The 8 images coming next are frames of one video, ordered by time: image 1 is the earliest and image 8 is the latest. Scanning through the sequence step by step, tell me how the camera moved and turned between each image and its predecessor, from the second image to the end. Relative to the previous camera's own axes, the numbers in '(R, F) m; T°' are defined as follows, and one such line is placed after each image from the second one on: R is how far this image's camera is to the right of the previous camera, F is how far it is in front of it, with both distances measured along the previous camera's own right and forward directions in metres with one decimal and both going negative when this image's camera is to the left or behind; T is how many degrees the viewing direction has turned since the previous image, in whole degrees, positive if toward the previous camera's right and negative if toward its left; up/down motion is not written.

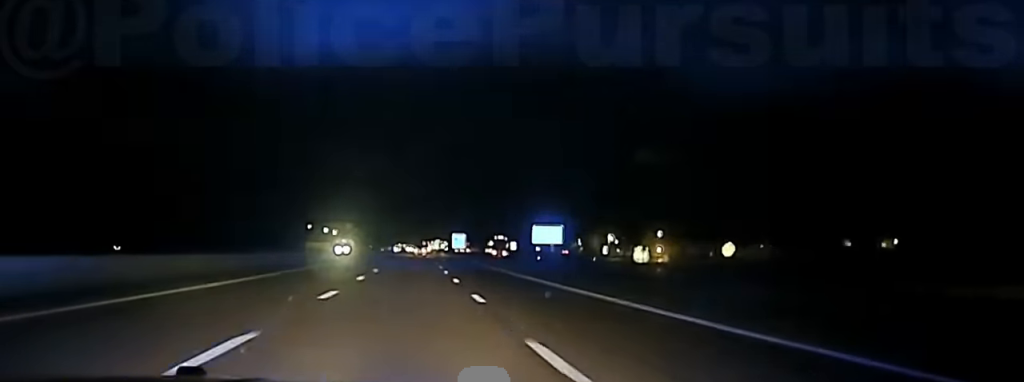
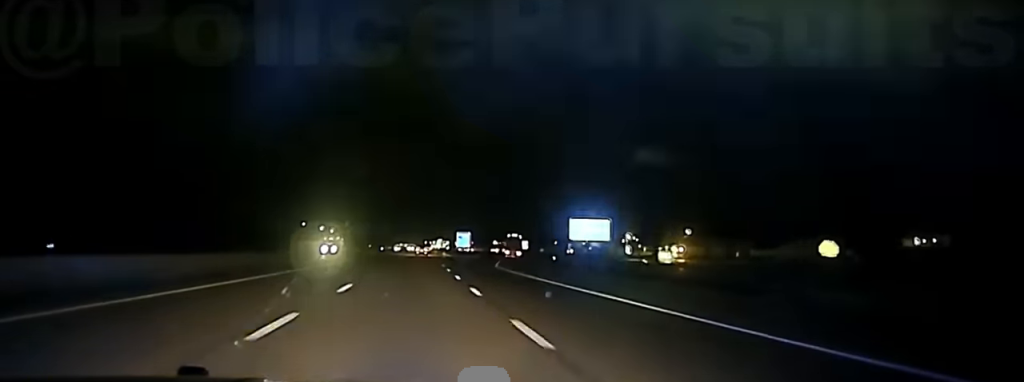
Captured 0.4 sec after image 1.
(+0.1, +20.8) m; 0°
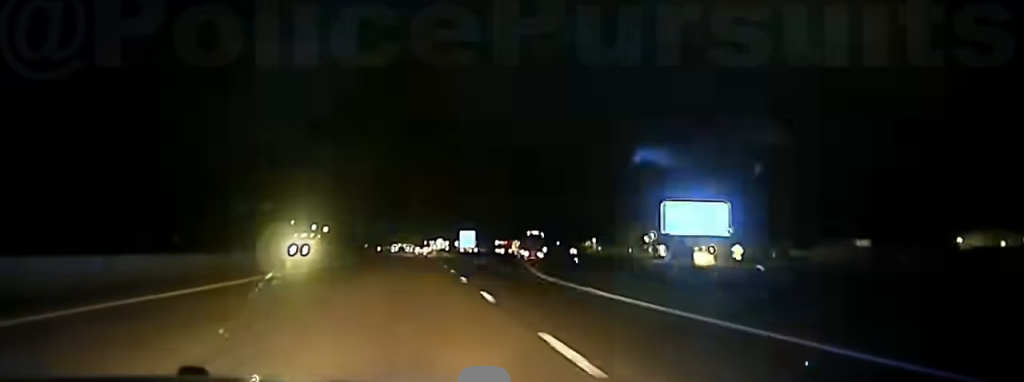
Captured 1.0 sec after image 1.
(-0.1, +27.3) m; 0°
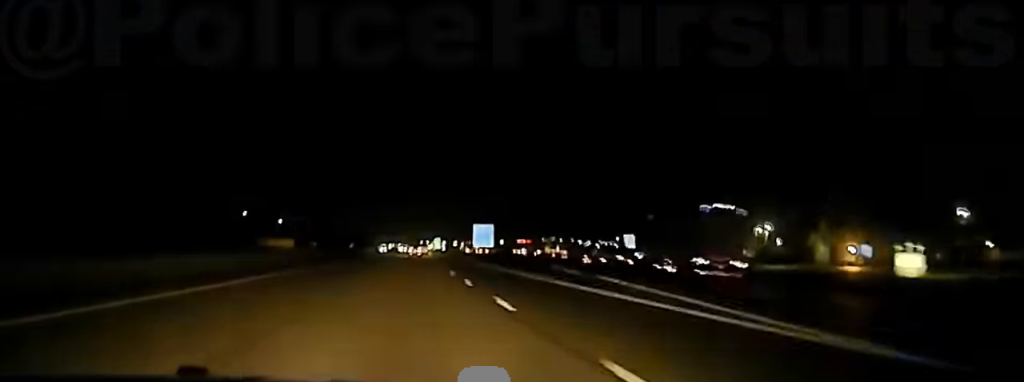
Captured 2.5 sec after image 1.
(-0.1, +69.9) m; 0°
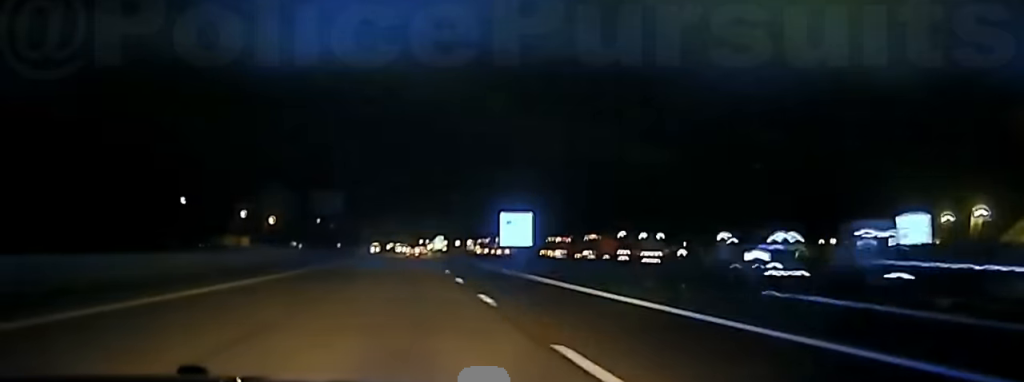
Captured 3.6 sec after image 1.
(0.0, +57.7) m; 0°
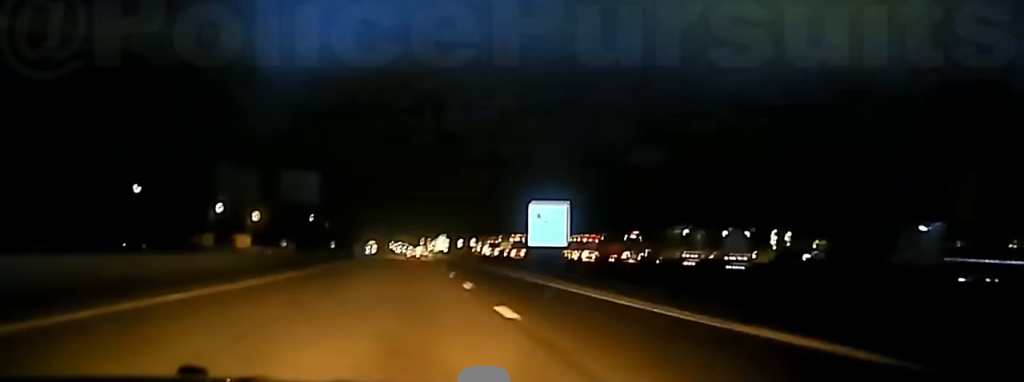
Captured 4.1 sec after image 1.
(0.0, +31.5) m; 0°
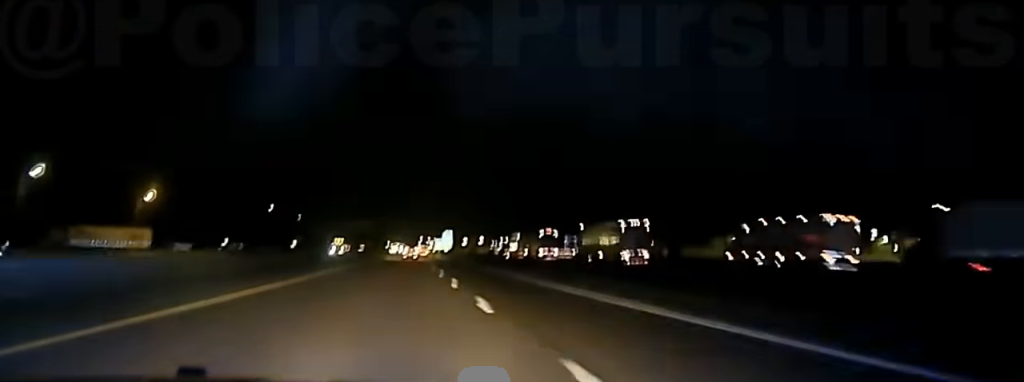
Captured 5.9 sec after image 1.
(+0.8, +99.9) m; +1°
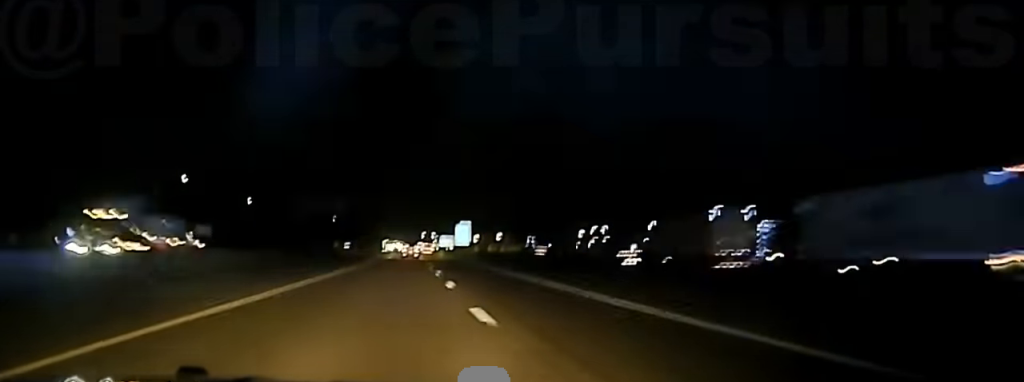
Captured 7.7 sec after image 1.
(-0.3, +100.9) m; 0°
